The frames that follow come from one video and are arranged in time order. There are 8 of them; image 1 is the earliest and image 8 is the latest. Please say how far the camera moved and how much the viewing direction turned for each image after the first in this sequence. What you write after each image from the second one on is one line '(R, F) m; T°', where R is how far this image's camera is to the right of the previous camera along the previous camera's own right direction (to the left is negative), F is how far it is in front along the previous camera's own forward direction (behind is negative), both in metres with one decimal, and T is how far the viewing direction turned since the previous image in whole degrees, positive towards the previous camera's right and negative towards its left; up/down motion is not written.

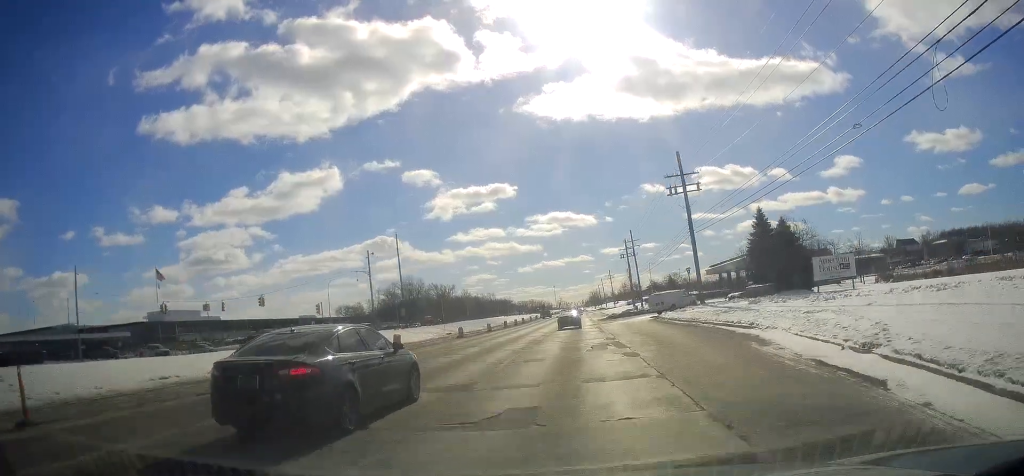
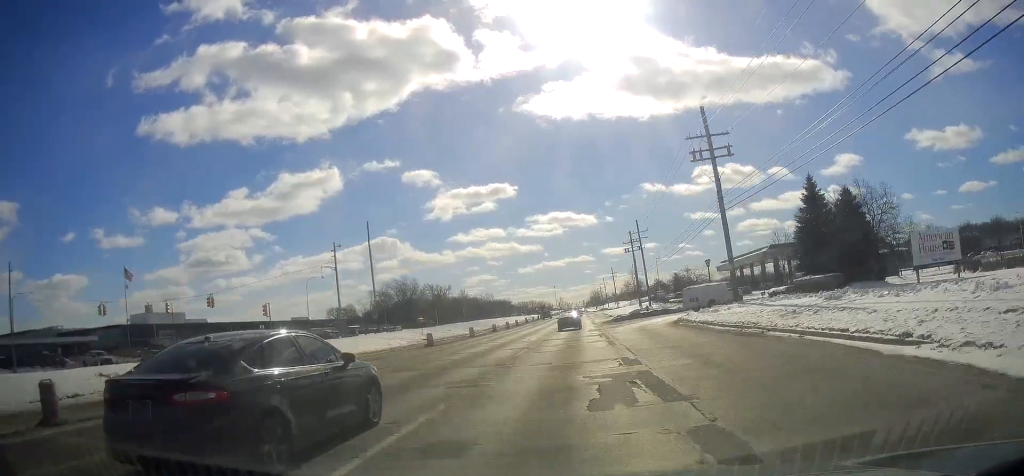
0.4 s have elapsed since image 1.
(+0.1, +11.3) m; 0°
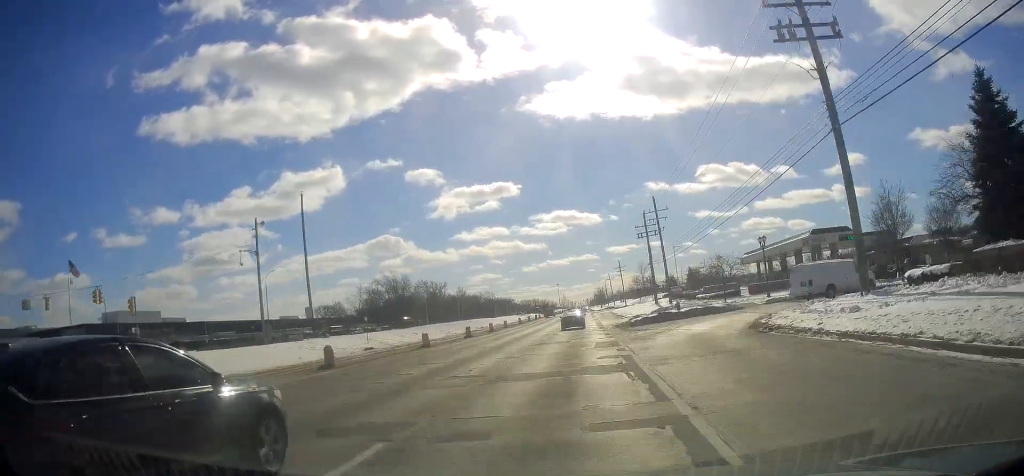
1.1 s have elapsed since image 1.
(-0.1, +18.3) m; 0°
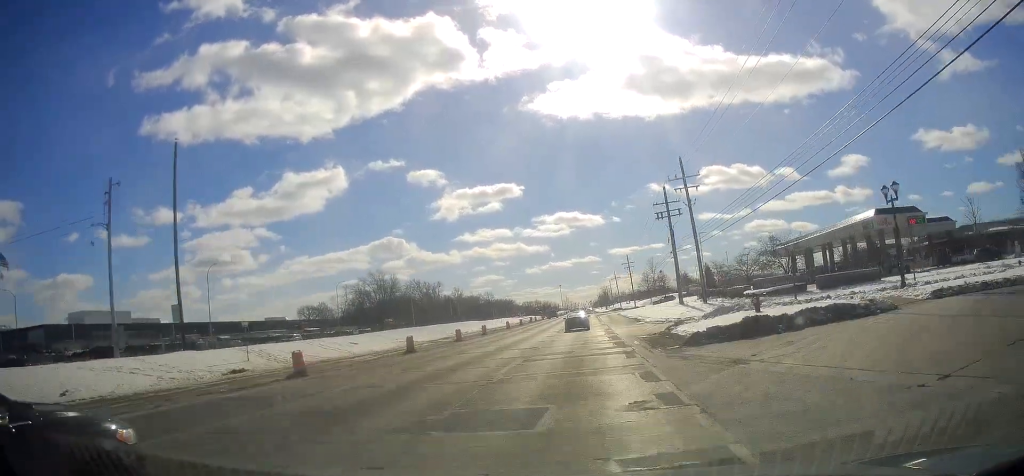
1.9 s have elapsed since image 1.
(-0.2, +19.3) m; 0°
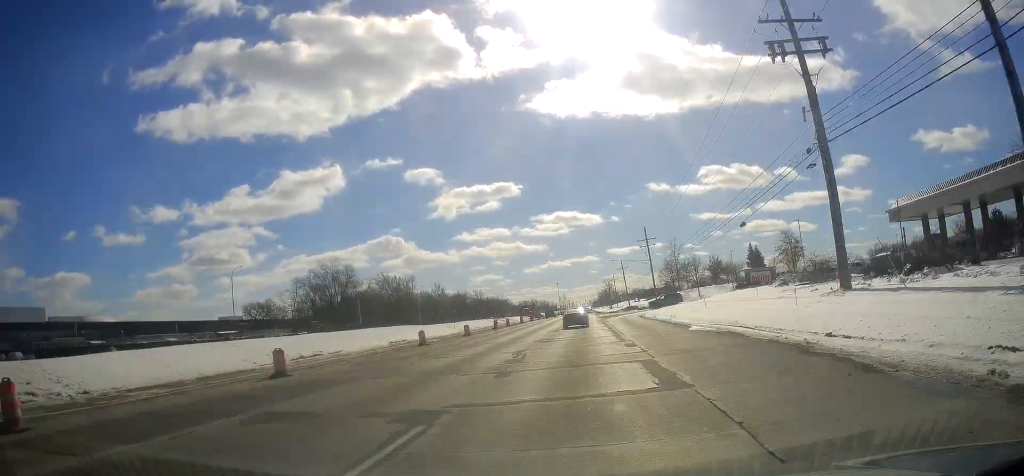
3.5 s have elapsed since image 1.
(-0.5, +42.5) m; -1°
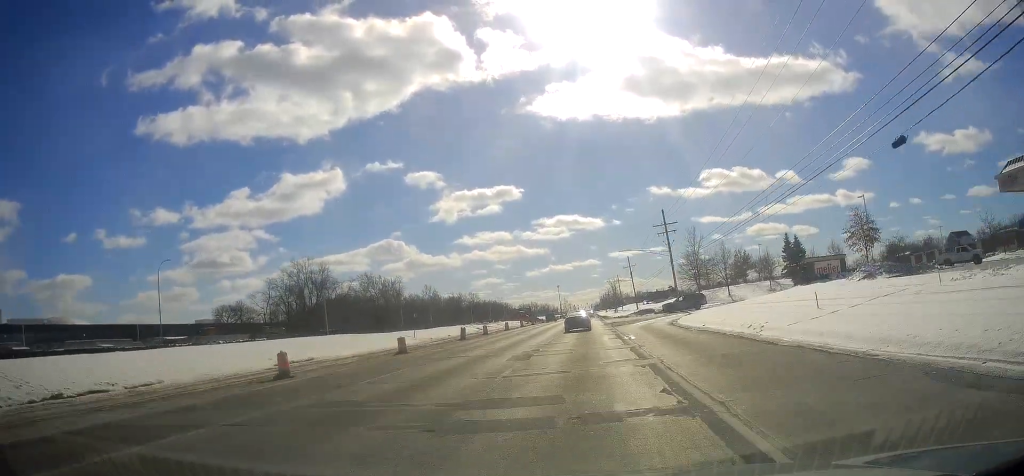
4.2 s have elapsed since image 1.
(+0.2, +19.5) m; +1°
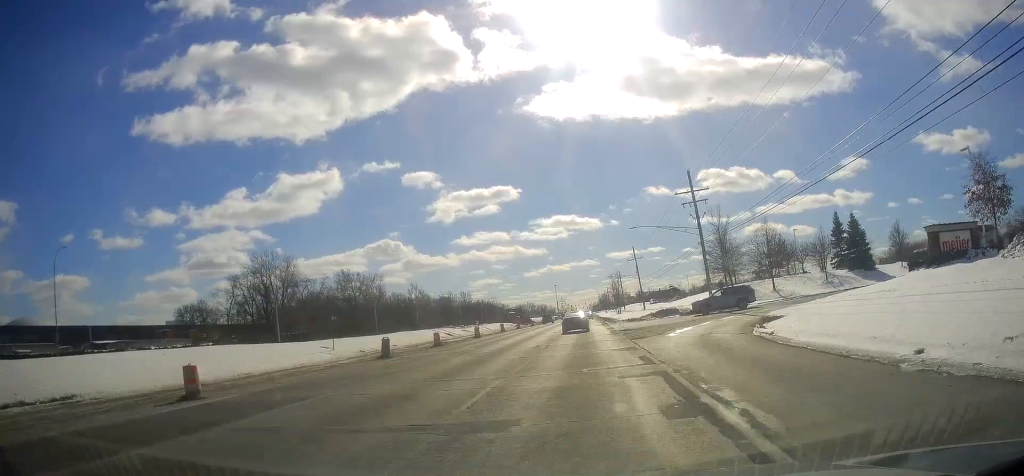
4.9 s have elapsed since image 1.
(+0.3, +19.5) m; +1°
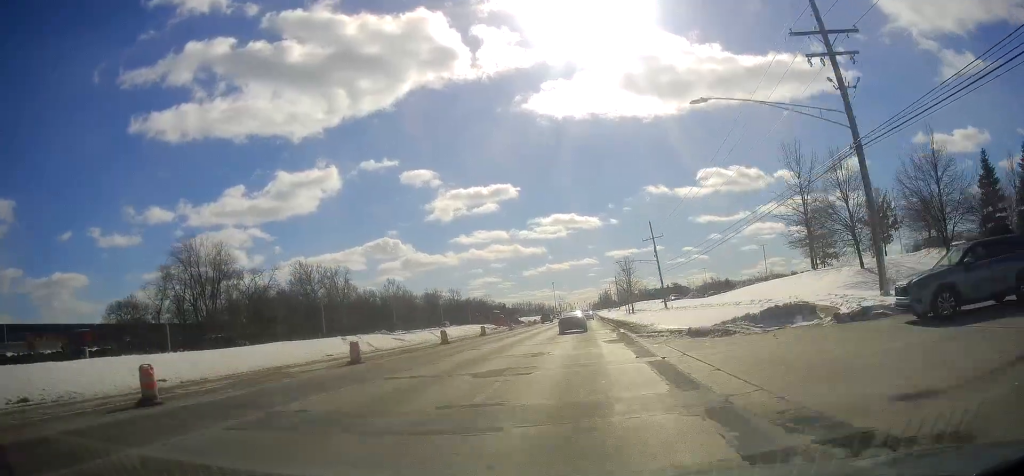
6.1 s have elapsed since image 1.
(-0.2, +30.1) m; -1°
